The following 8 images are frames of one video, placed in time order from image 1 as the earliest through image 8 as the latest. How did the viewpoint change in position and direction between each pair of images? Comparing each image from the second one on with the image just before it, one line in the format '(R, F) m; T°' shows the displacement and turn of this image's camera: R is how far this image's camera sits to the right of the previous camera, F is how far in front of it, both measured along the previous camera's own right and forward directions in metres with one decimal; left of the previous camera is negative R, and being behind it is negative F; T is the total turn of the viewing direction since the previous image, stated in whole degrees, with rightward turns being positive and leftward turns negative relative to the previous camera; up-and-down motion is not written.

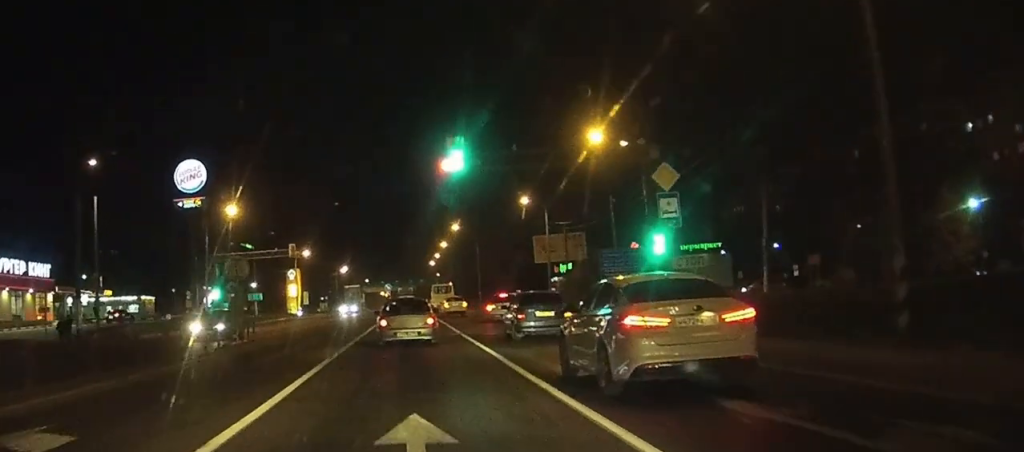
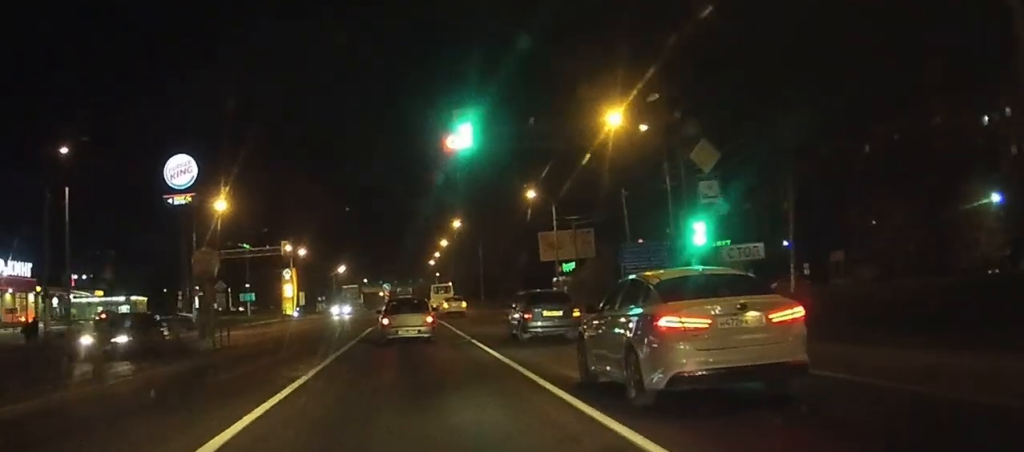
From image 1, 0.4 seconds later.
(0.0, +5.2) m; 0°
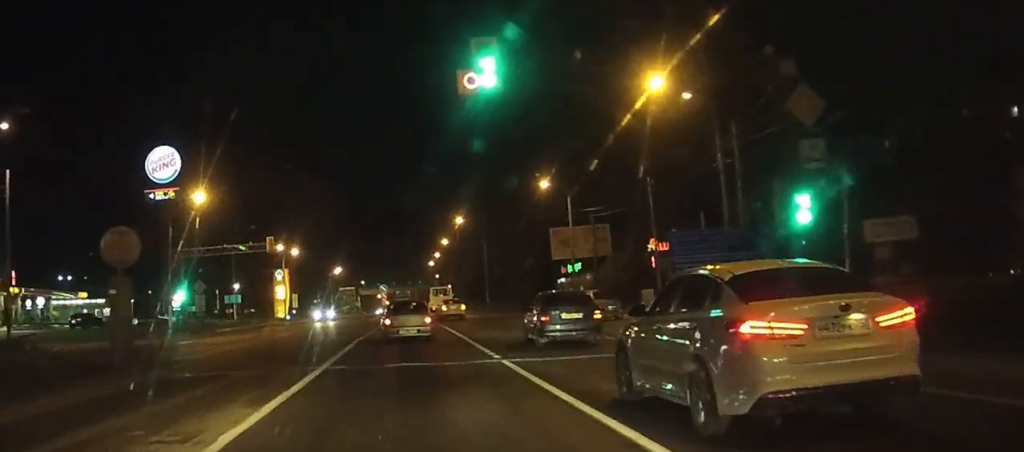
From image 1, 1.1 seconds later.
(0.0, +8.6) m; 0°
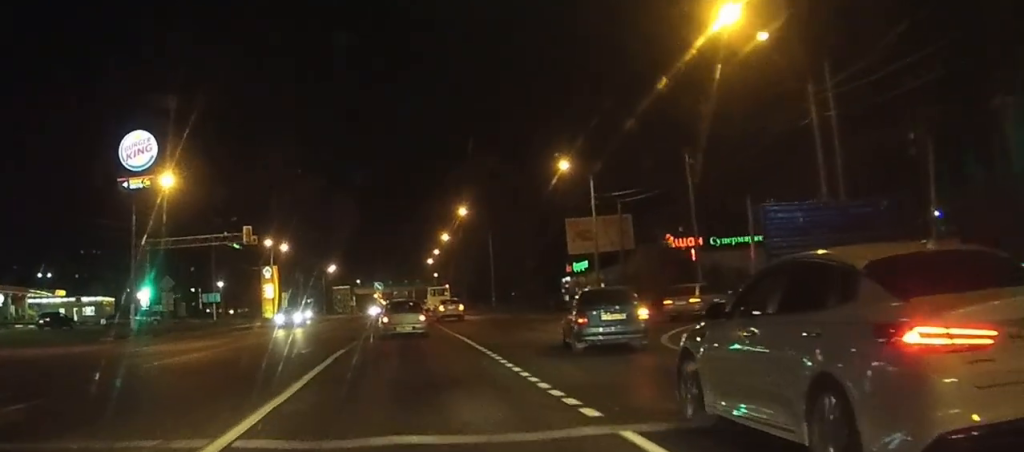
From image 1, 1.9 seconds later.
(0.0, +10.2) m; 0°
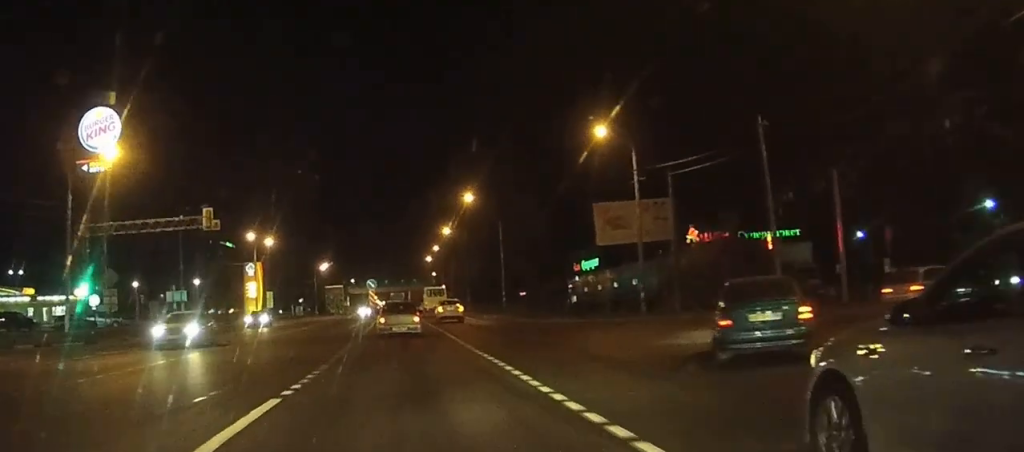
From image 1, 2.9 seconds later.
(0.0, +12.9) m; 0°
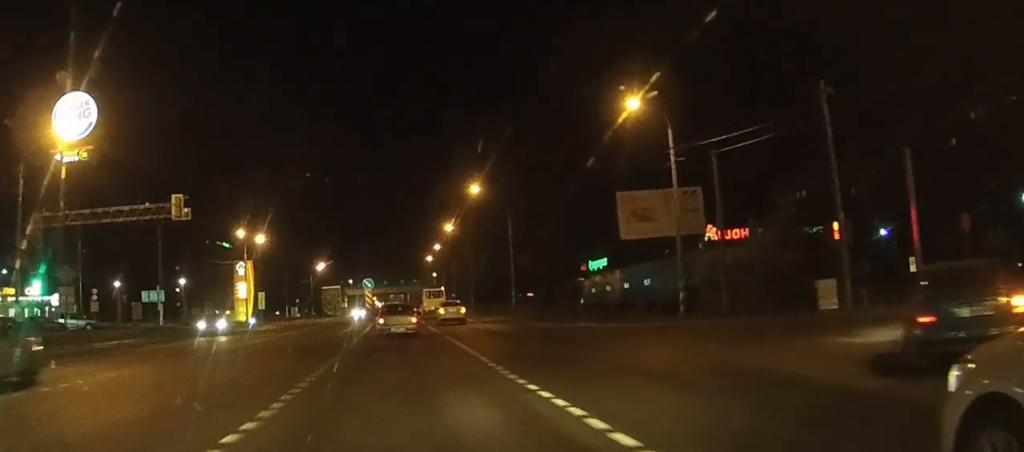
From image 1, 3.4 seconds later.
(0.0, +7.5) m; 0°
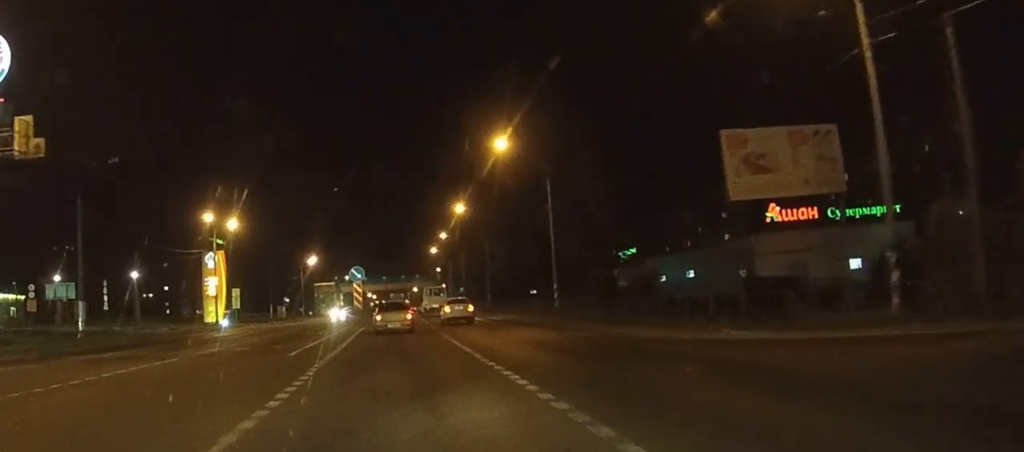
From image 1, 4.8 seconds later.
(0.0, +19.7) m; 0°
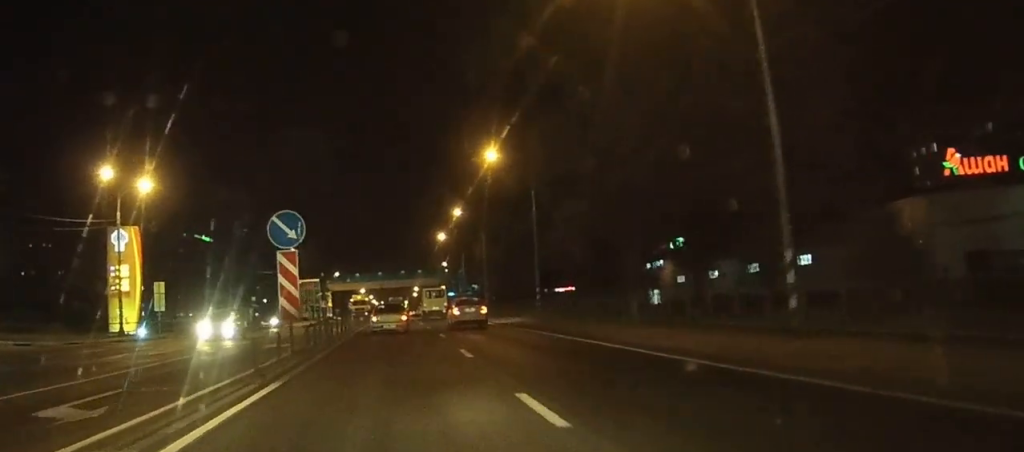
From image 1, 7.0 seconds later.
(0.0, +33.2) m; 0°
